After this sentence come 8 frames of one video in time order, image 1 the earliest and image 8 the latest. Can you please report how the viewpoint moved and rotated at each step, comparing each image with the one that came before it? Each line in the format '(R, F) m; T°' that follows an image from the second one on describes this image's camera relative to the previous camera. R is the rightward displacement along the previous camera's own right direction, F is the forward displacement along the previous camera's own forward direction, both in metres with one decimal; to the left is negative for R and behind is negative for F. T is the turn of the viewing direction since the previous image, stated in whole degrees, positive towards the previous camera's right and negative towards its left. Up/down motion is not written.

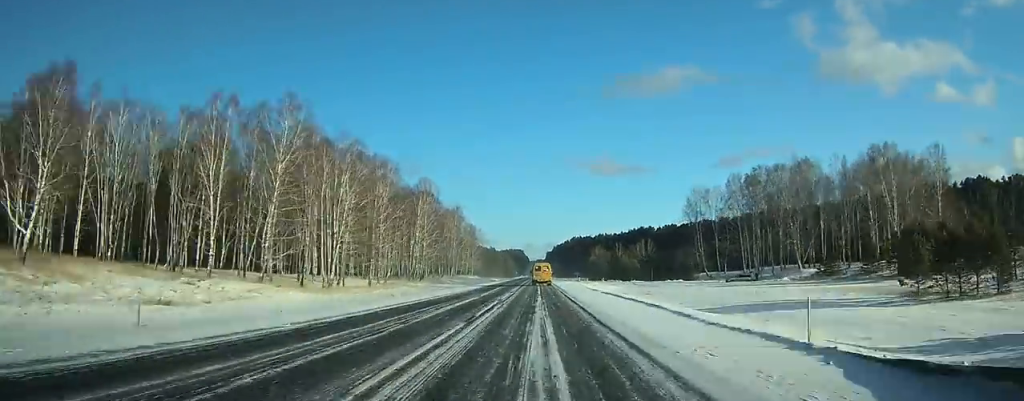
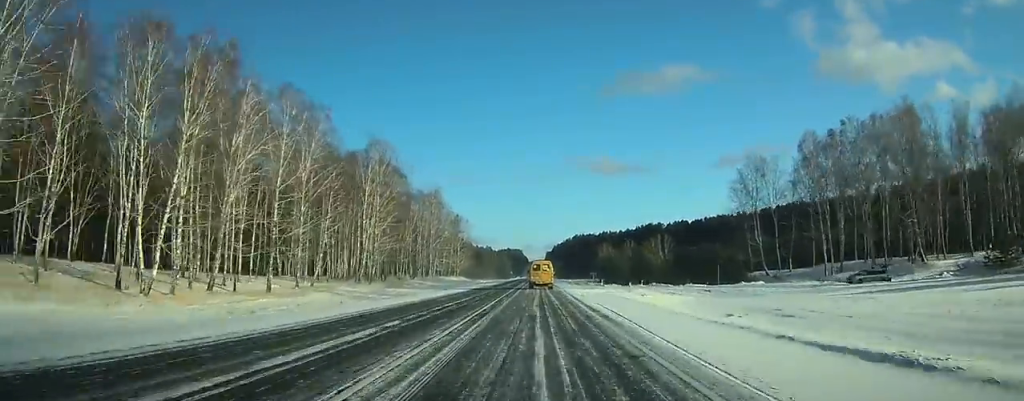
(+0.2, +38.9) m; 0°
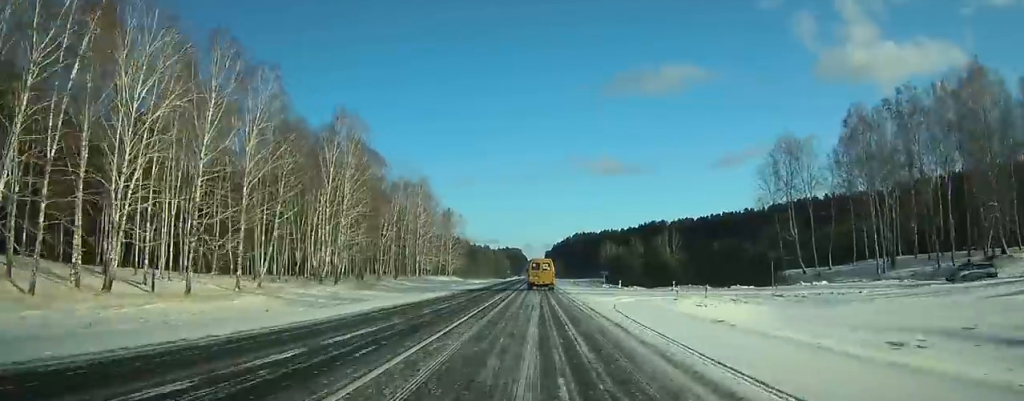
(0.0, +15.7) m; 0°
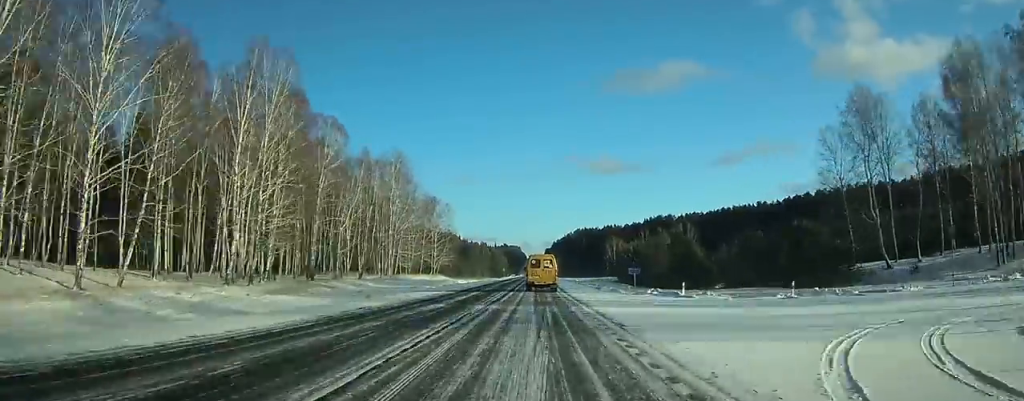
(0.0, +23.9) m; 0°
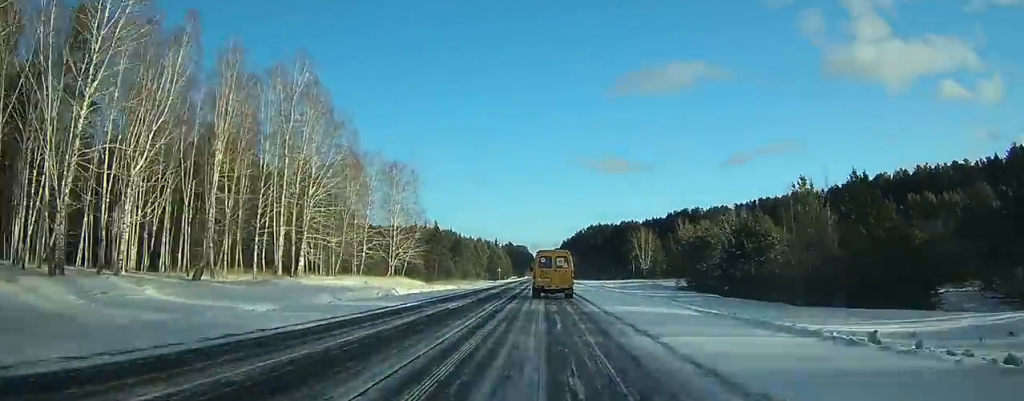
(-0.1, +51.6) m; 0°
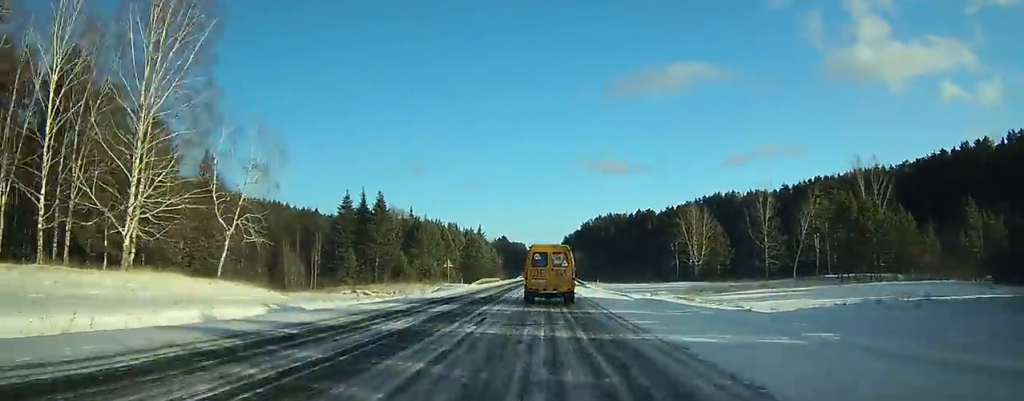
(-0.3, +67.7) m; 0°
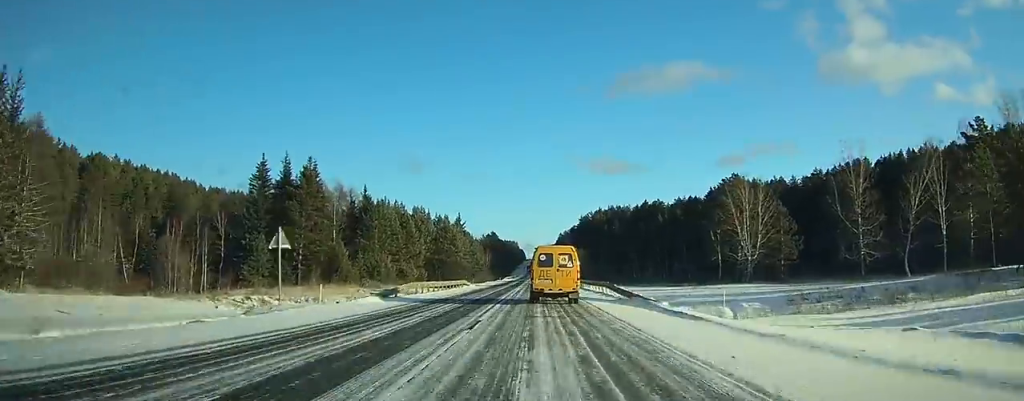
(+0.2, +37.4) m; +1°
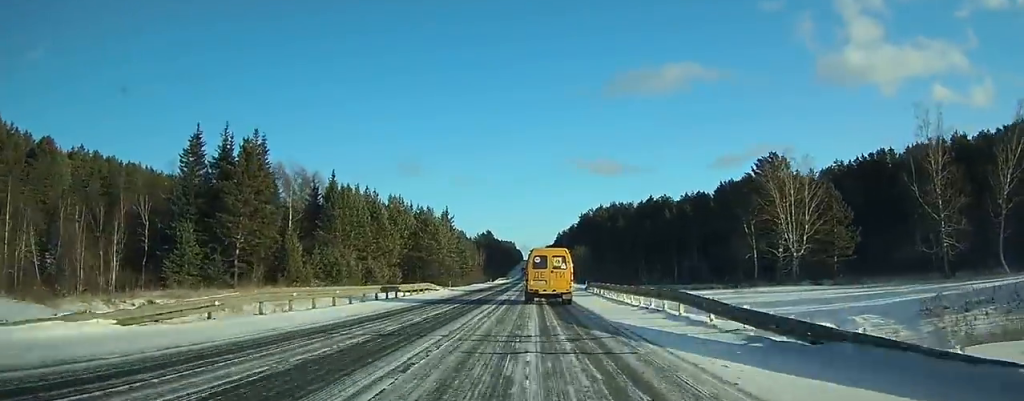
(+0.1, +18.3) m; 0°
